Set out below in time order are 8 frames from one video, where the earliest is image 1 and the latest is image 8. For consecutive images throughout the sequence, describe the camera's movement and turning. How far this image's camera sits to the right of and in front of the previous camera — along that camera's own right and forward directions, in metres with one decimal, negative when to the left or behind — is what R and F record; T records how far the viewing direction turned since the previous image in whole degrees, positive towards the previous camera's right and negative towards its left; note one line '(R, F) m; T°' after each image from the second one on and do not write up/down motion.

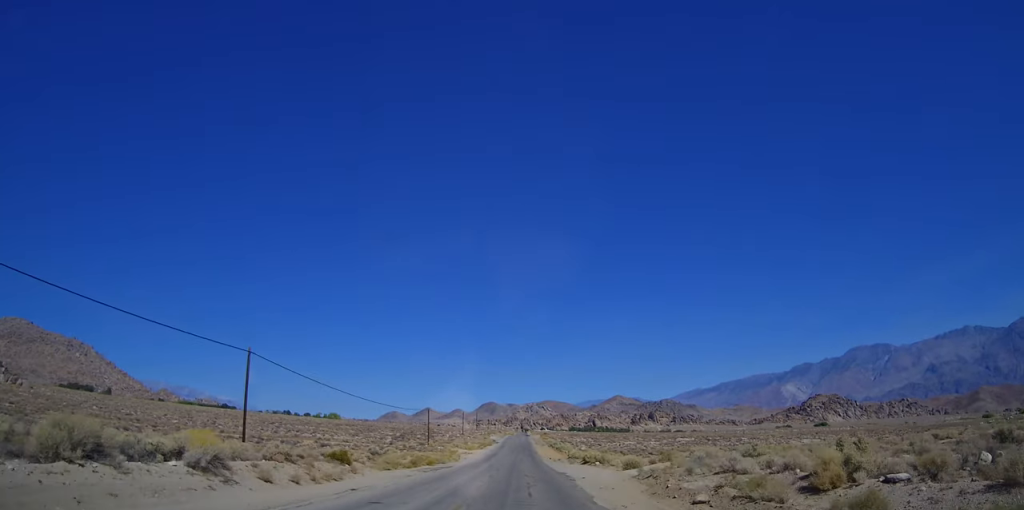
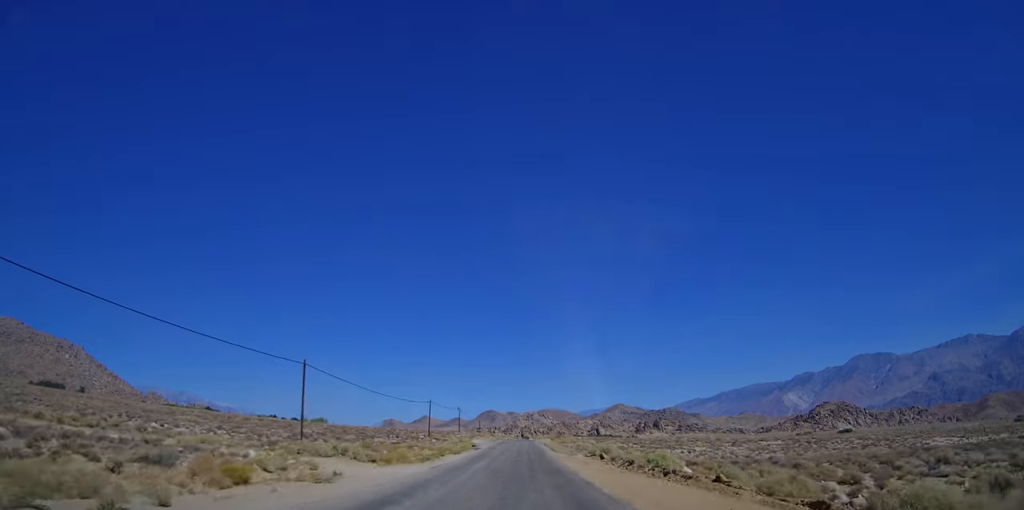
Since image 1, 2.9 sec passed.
(+1.8, +56.3) m; +1°
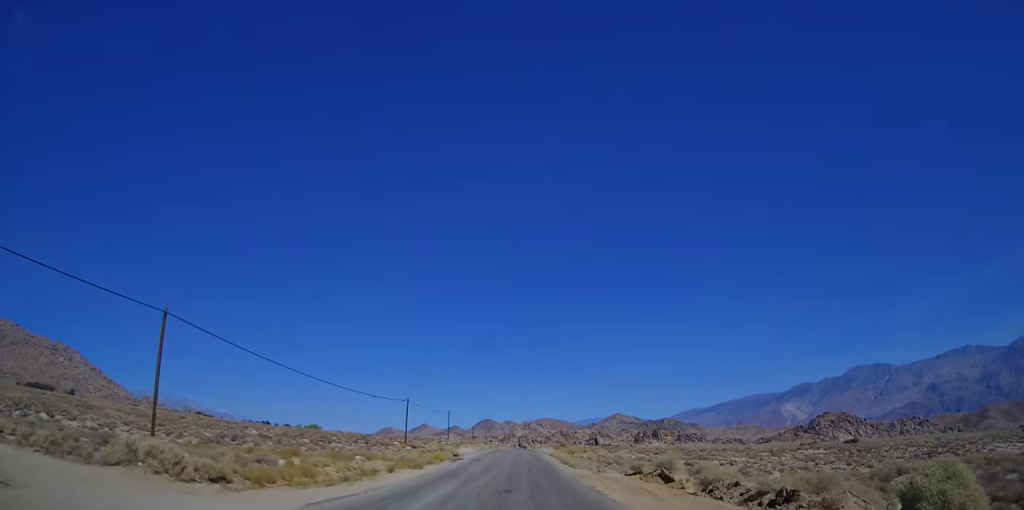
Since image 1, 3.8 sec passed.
(-0.4, +17.3) m; -1°
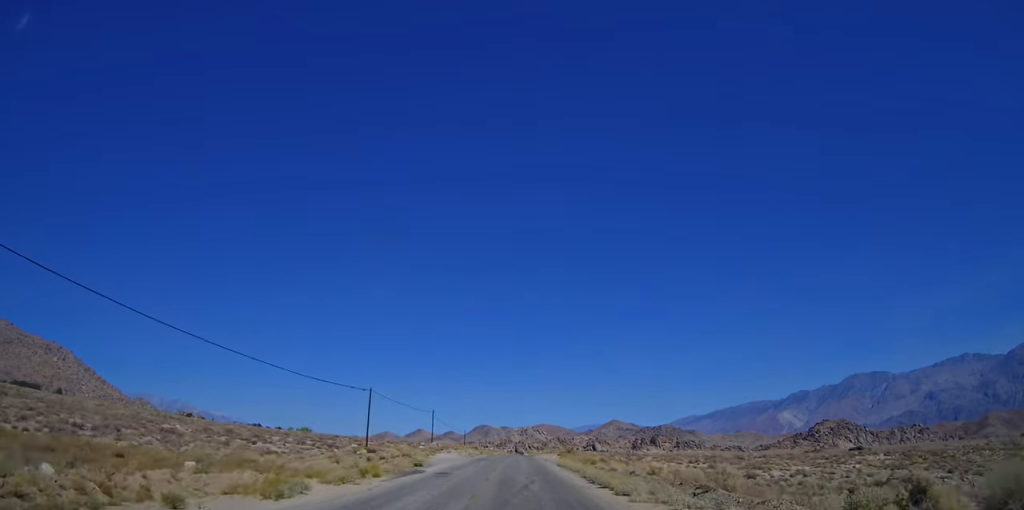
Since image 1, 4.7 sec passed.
(0.0, +18.1) m; 0°
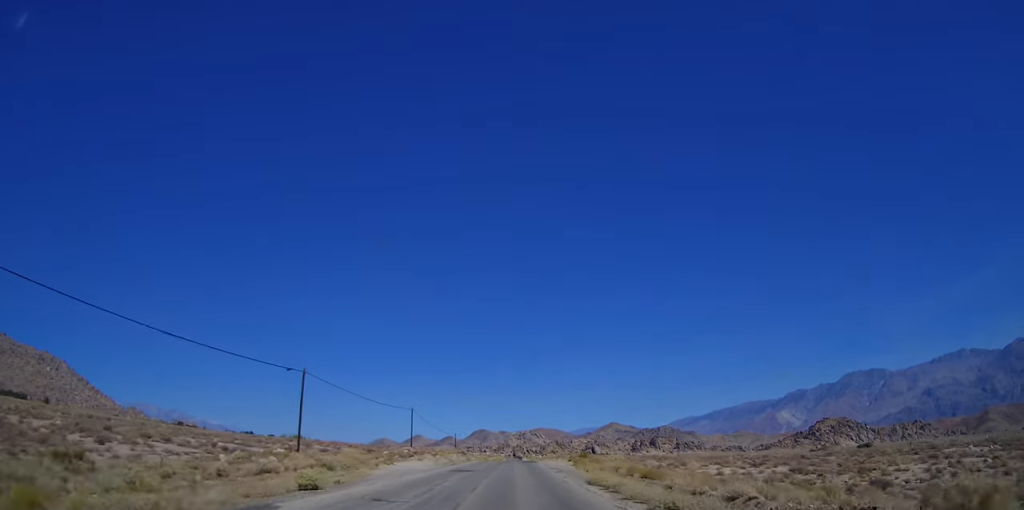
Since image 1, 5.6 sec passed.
(0.0, +18.2) m; 0°
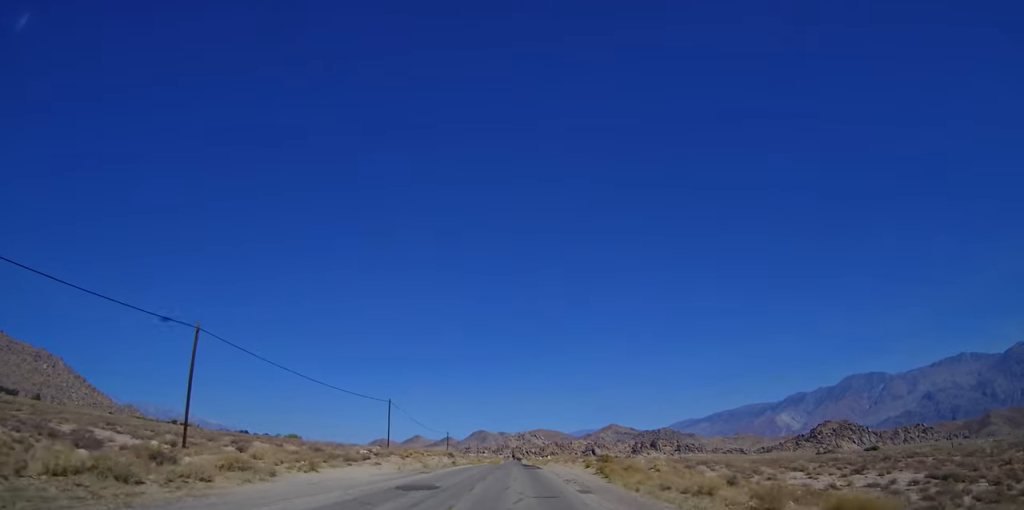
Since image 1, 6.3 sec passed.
(-0.1, +14.9) m; +2°
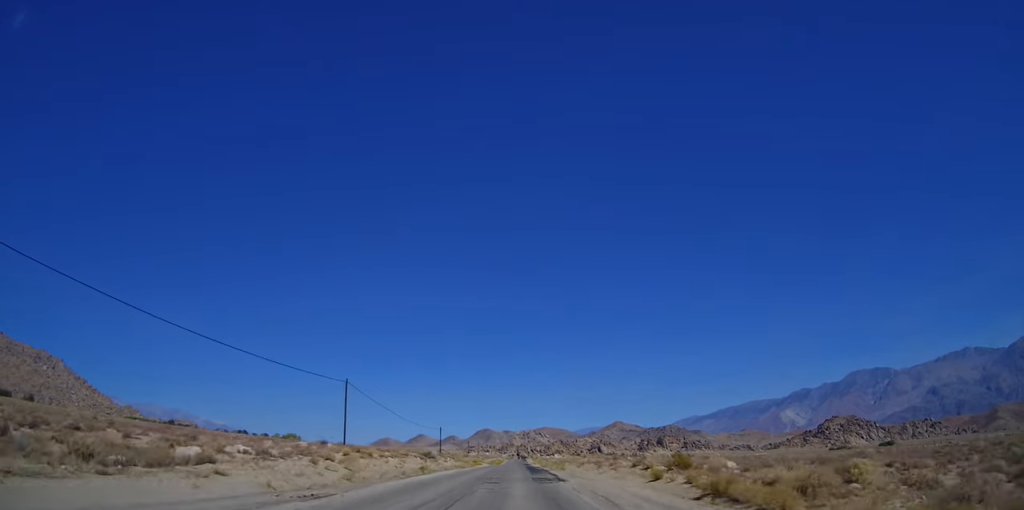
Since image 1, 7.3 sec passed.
(+0.8, +19.9) m; 0°
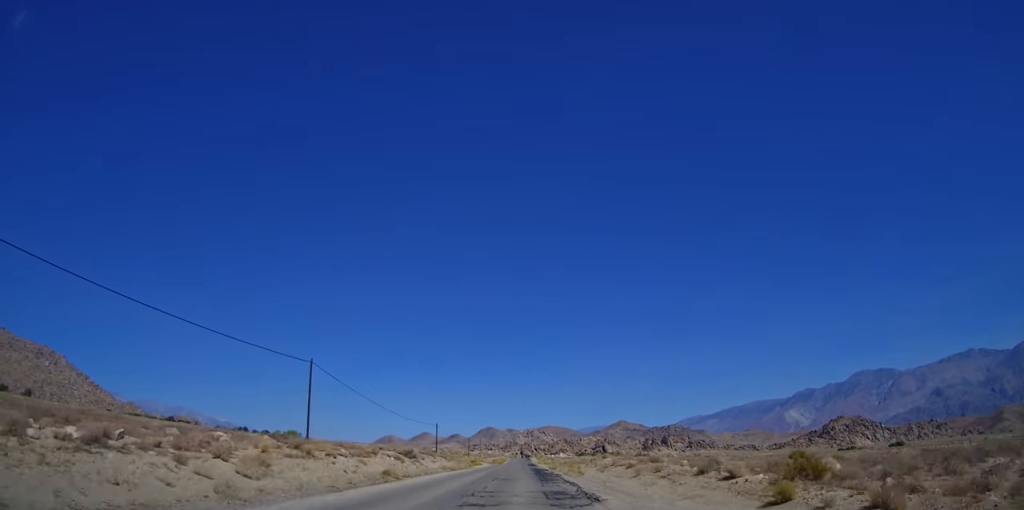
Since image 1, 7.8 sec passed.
(-0.2, +10.5) m; -2°
